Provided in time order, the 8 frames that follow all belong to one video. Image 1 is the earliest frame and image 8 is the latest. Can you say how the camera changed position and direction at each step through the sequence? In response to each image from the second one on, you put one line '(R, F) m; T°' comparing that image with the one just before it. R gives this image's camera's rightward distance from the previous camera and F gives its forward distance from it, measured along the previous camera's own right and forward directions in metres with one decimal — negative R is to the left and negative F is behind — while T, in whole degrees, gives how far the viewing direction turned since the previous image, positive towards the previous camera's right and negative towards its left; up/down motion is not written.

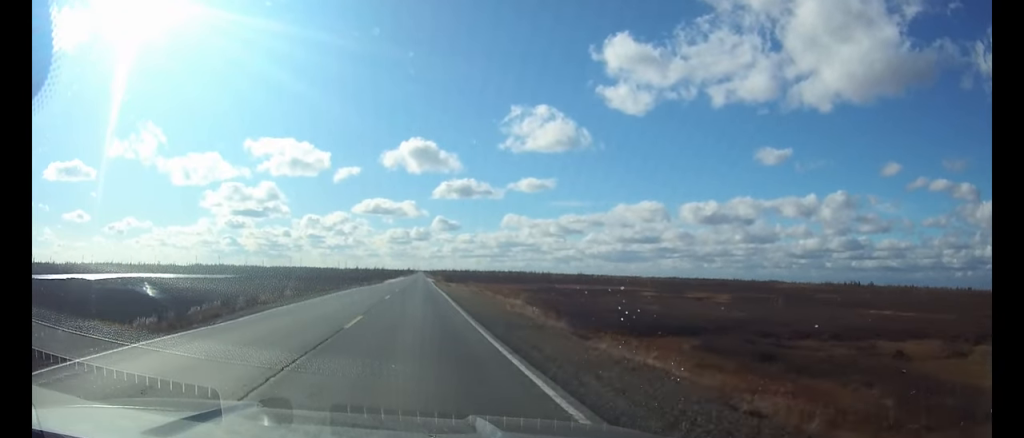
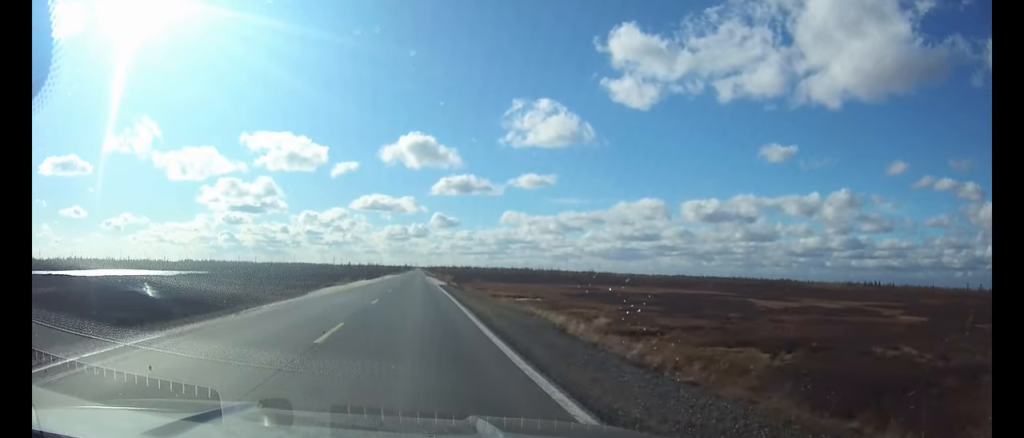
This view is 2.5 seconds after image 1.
(+0.2, +69.9) m; 0°
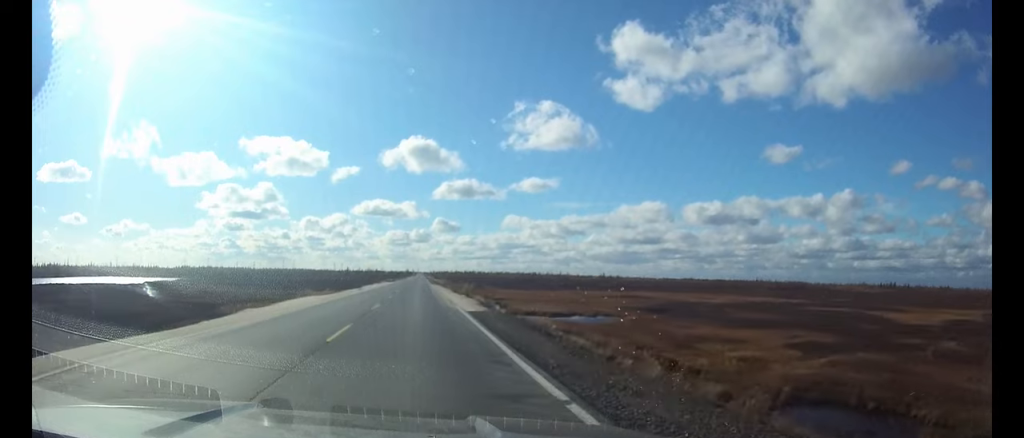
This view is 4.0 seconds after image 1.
(0.0, +38.6) m; 0°
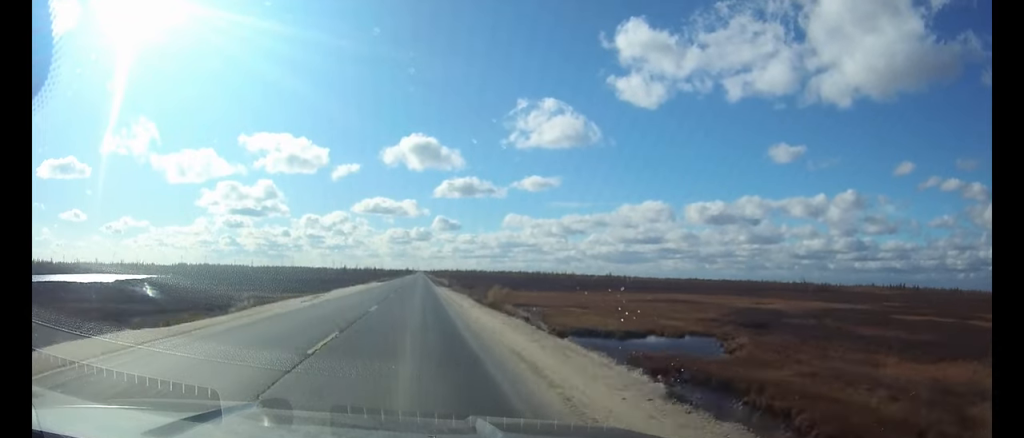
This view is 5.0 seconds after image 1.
(0.0, +25.8) m; 0°
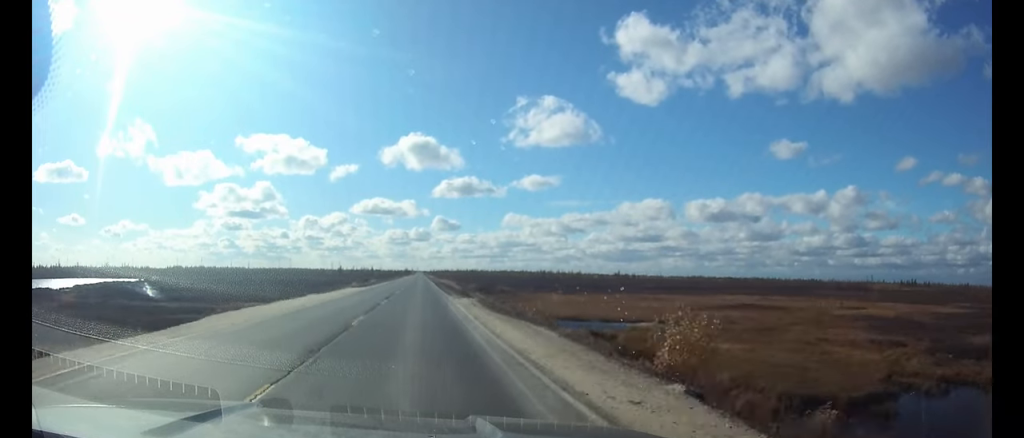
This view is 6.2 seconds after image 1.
(0.0, +30.9) m; 0°
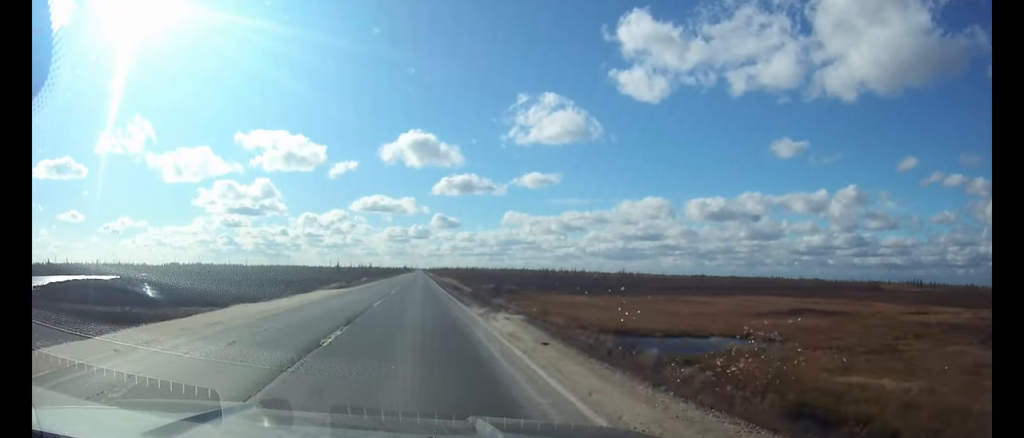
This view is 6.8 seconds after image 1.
(0.0, +16.9) m; 0°
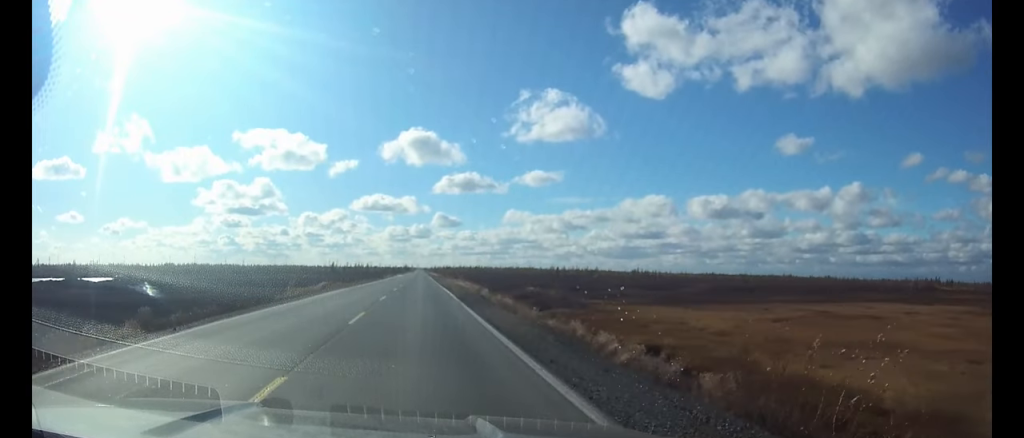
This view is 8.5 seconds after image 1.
(0.0, +42.9) m; 0°
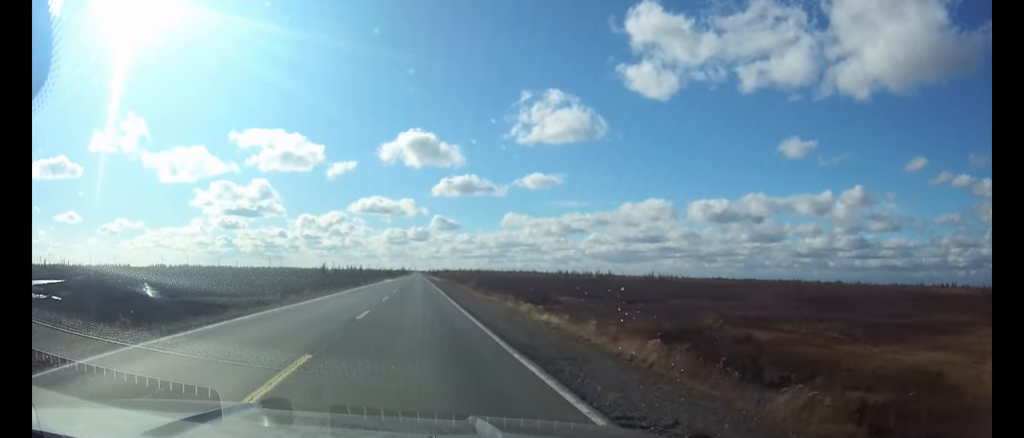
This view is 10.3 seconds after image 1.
(0.0, +45.2) m; 0°
